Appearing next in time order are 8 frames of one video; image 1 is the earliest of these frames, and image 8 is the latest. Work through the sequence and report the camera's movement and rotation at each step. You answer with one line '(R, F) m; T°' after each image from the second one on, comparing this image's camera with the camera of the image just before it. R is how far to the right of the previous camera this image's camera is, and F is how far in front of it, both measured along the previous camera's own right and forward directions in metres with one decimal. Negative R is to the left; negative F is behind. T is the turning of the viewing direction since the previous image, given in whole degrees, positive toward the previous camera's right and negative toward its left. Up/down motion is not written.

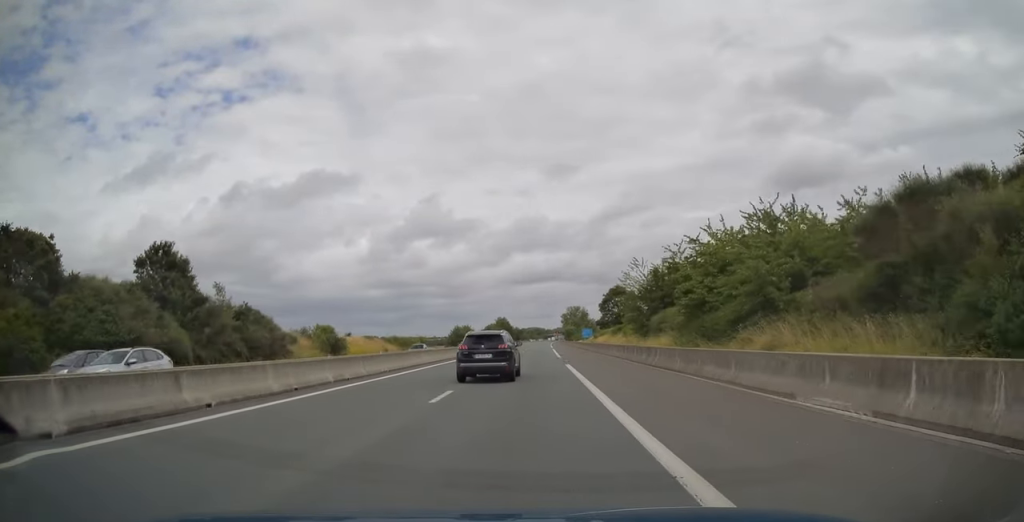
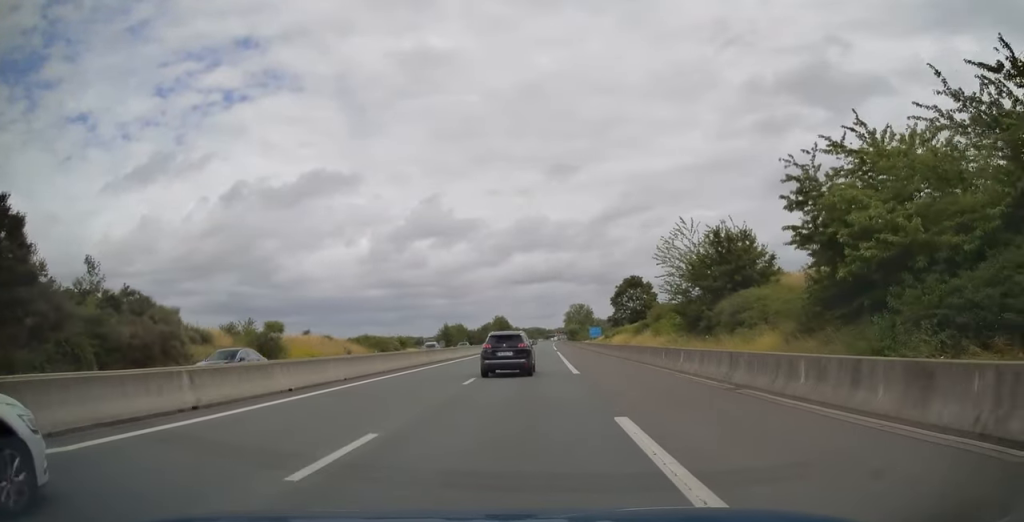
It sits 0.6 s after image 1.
(-0.2, +20.5) m; 0°
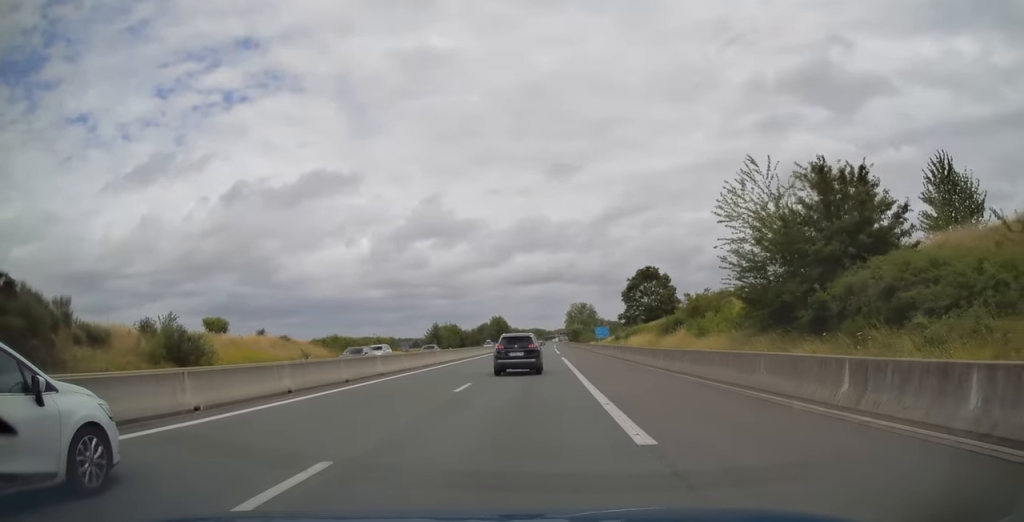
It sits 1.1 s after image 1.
(-0.1, +15.1) m; 0°
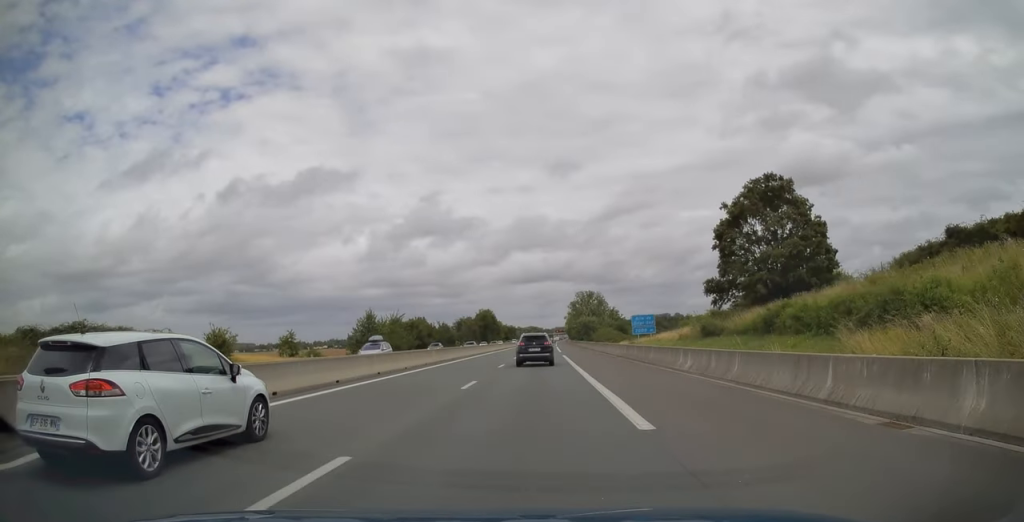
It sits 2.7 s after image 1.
(+0.4, +51.2) m; +1°
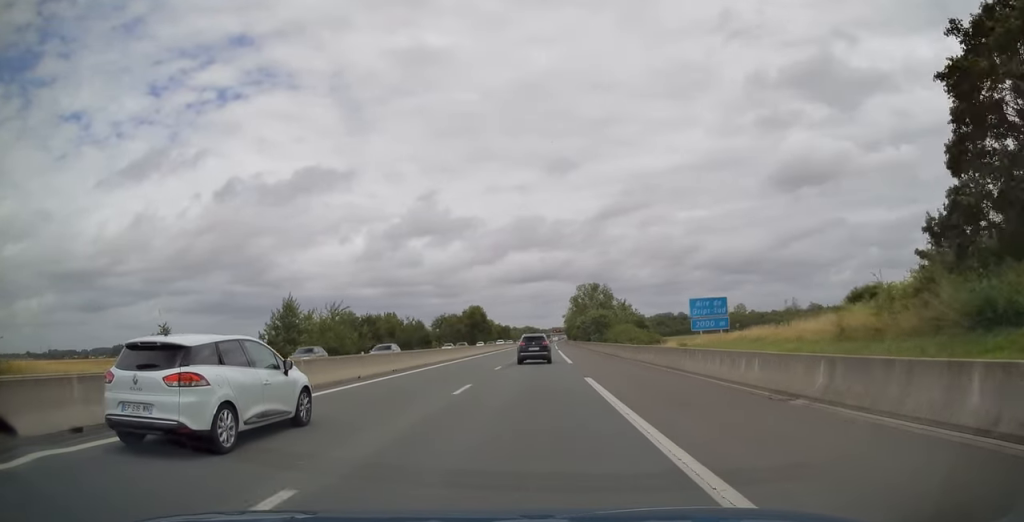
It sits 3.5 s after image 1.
(0.0, +27.5) m; 0°
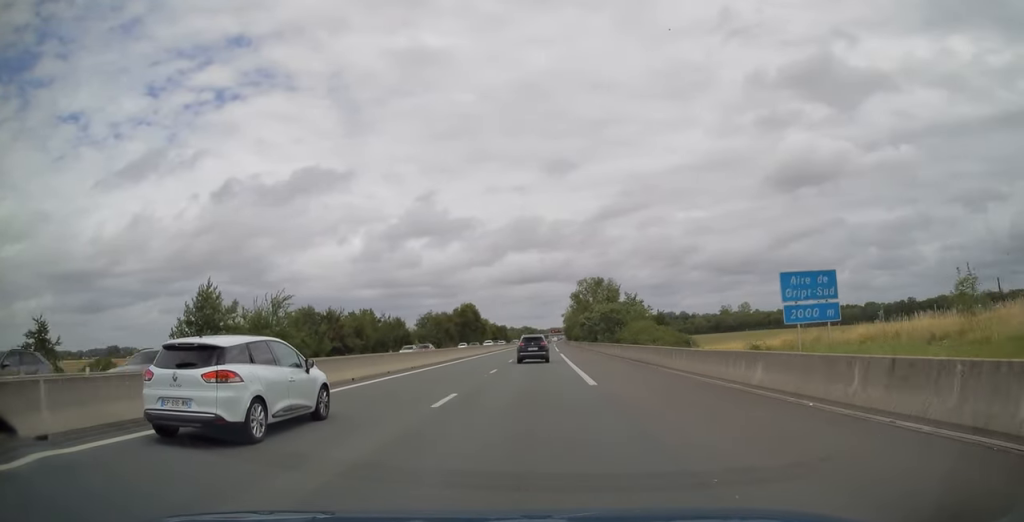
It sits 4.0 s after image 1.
(-0.1, +15.7) m; 0°
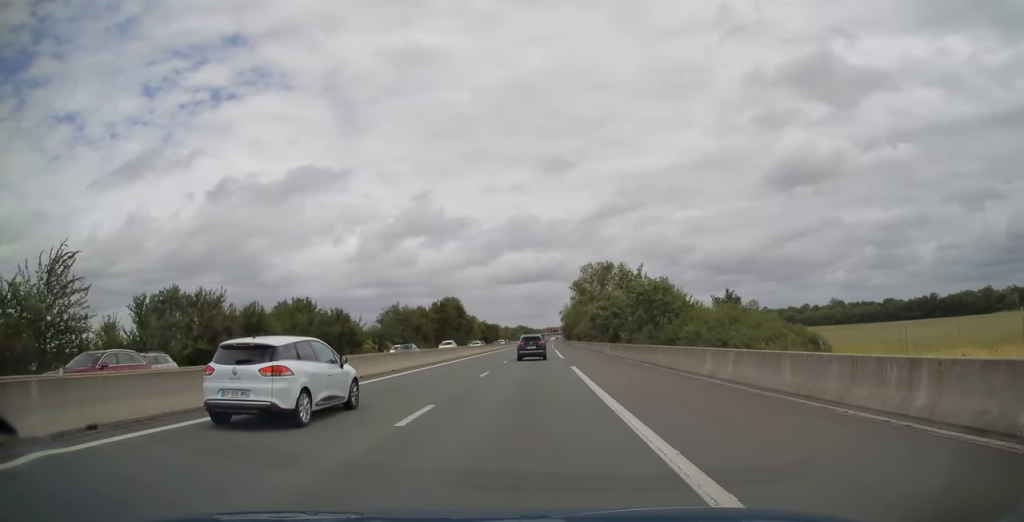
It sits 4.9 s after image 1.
(0.0, +28.7) m; +1°
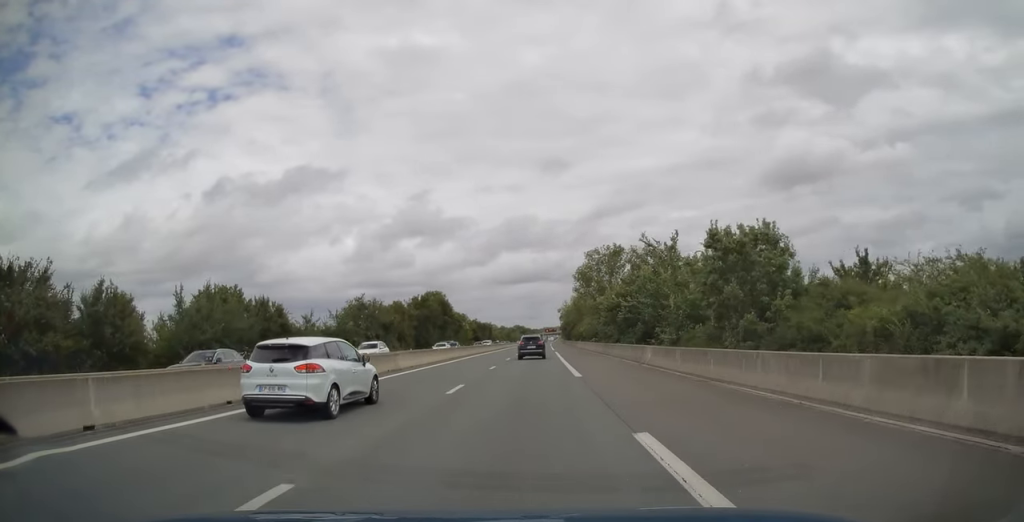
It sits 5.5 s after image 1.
(+0.2, +20.0) m; 0°
